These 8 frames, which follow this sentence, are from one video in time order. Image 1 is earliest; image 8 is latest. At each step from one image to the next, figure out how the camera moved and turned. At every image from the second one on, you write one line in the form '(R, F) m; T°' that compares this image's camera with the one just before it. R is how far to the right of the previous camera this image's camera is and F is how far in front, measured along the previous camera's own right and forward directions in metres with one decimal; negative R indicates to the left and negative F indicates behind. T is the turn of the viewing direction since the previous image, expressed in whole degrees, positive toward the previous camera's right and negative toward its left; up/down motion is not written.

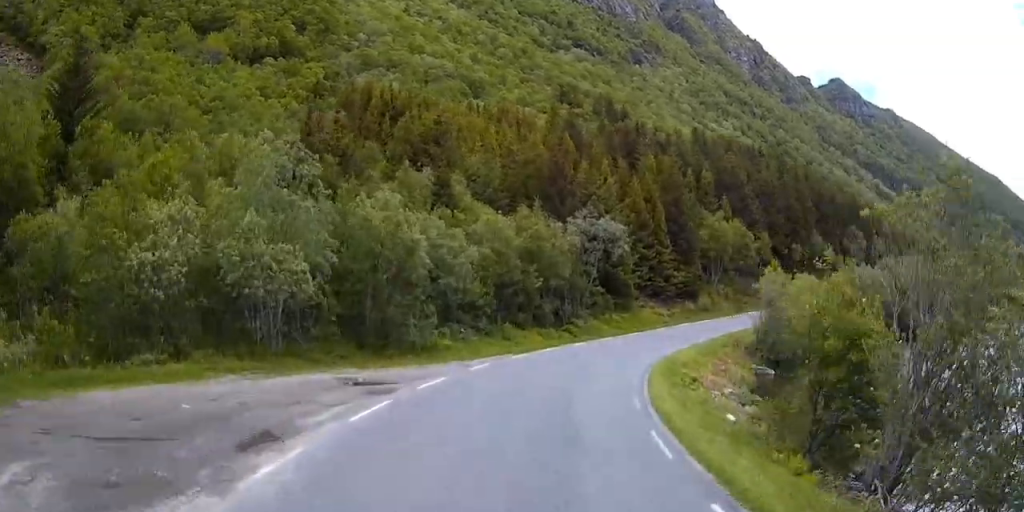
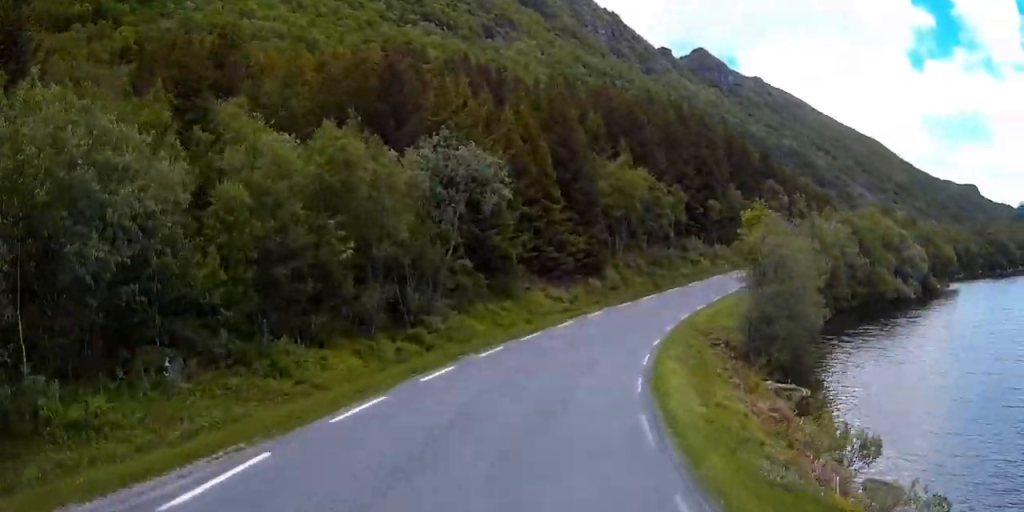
(+0.3, +35.6) m; +12°
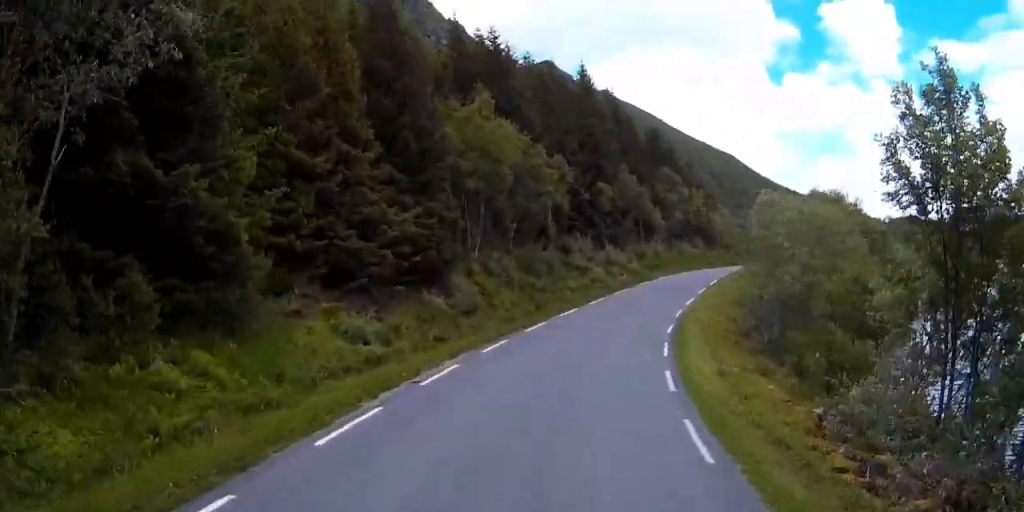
(+6.4, +26.0) m; +16°
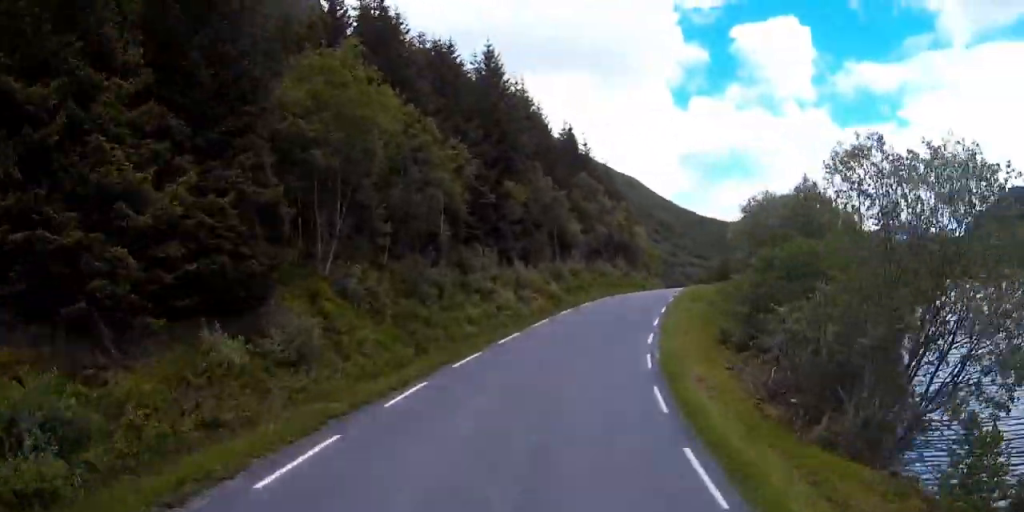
(-0.2, +12.5) m; +5°
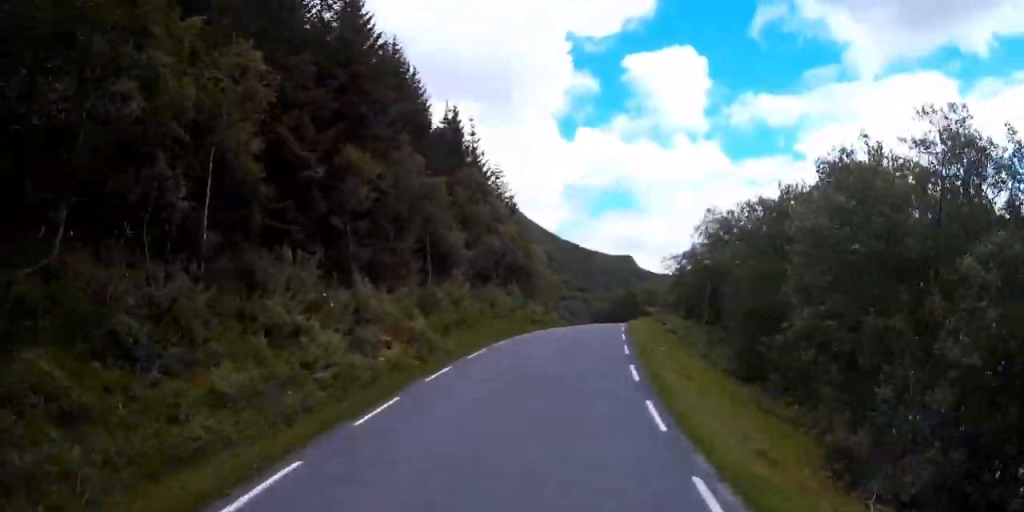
(+1.7, +16.8) m; +9°
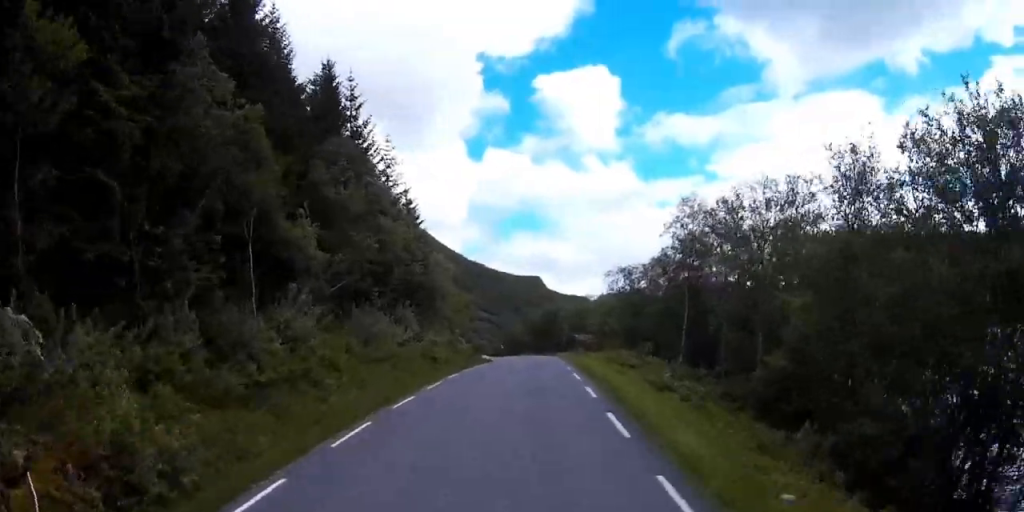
(+1.2, +16.6) m; +7°
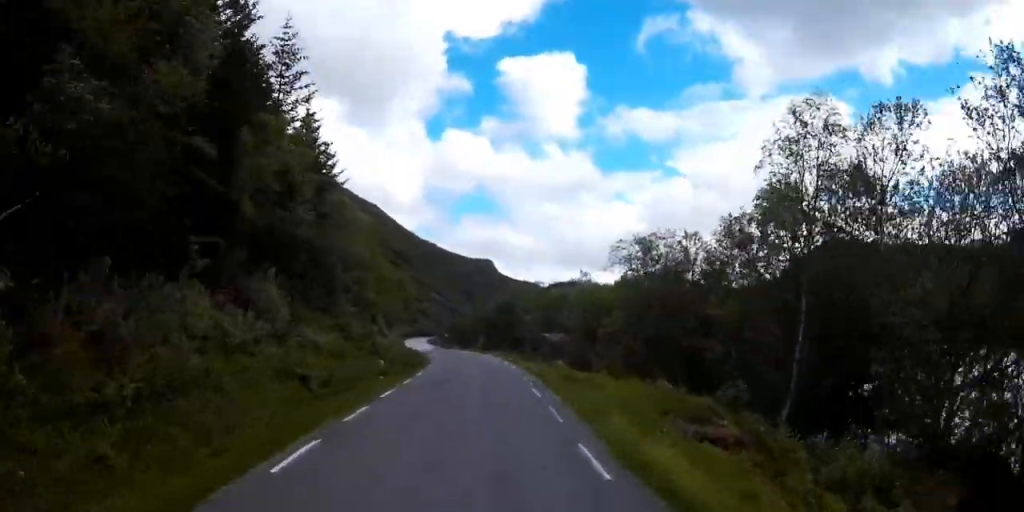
(+1.3, +20.1) m; +7°
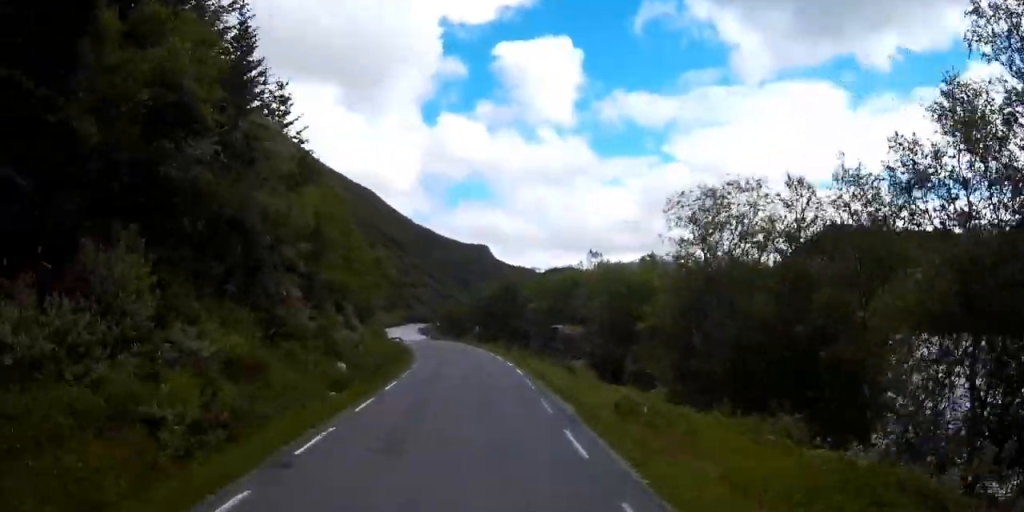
(+0.3, +11.0) m; +3°
